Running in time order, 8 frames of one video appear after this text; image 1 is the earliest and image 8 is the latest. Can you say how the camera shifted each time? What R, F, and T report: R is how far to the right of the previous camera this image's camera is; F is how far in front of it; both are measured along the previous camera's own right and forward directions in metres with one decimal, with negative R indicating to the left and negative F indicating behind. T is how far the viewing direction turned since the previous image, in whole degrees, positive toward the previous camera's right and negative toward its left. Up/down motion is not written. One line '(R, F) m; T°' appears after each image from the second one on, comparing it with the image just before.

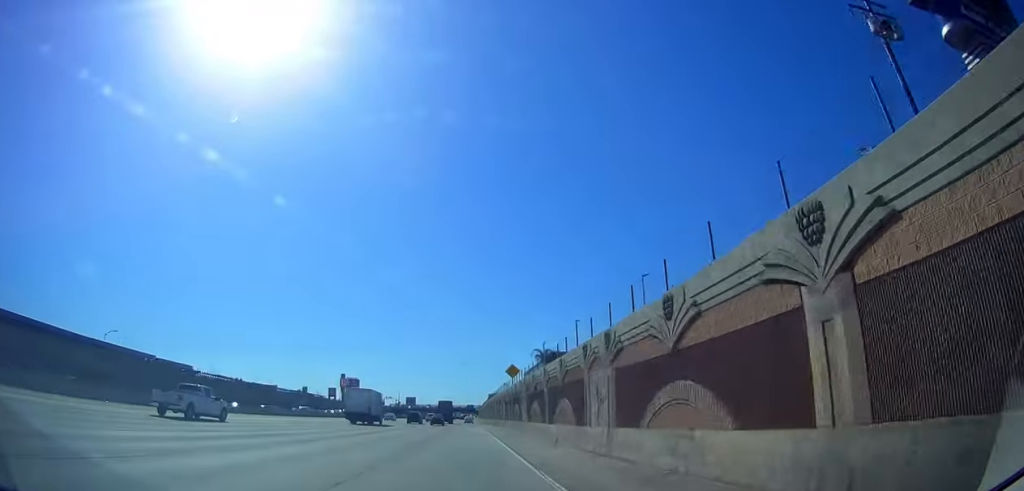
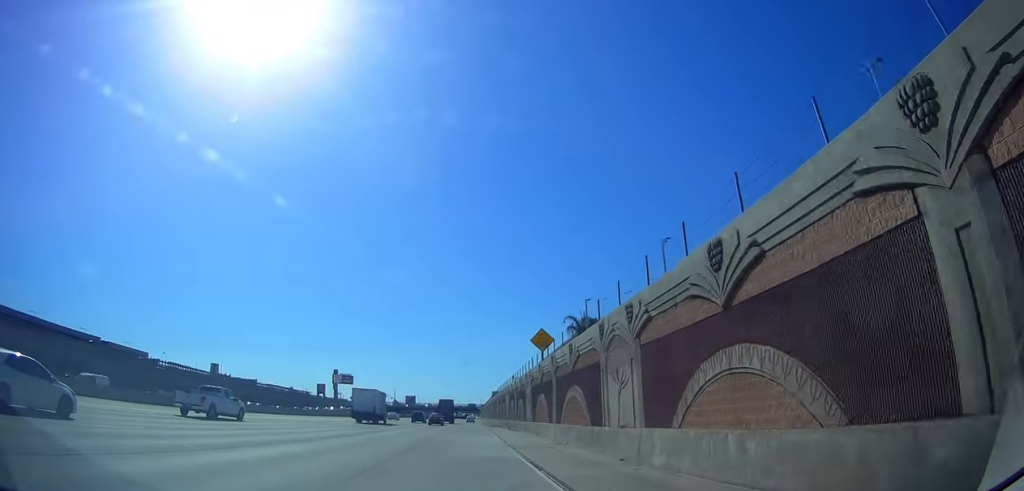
(+0.3, +31.6) m; +1°
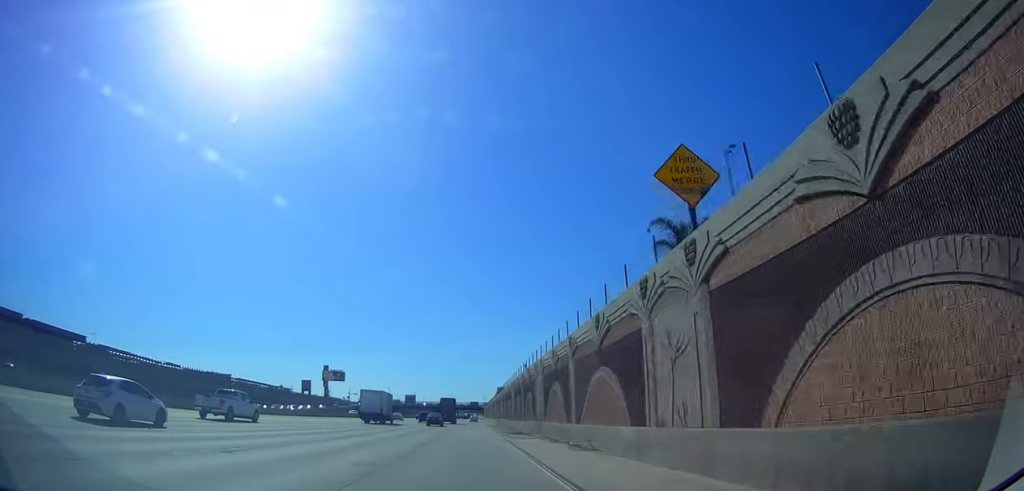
(+0.1, +33.6) m; 0°
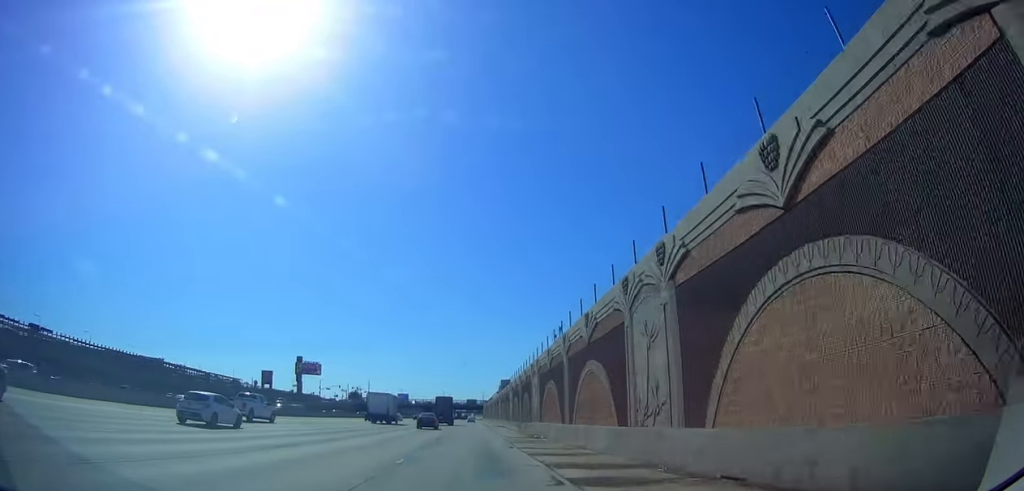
(0.0, +55.2) m; 0°
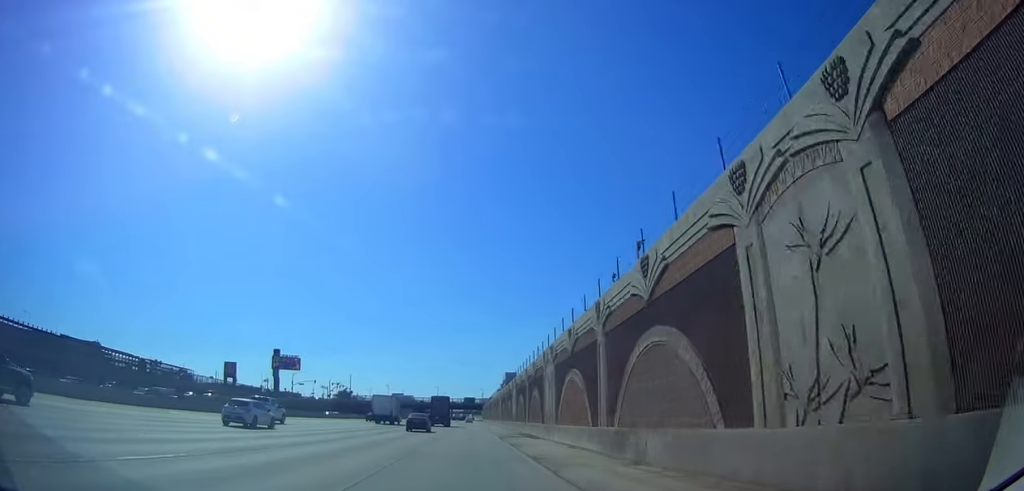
(0.0, +37.9) m; 0°
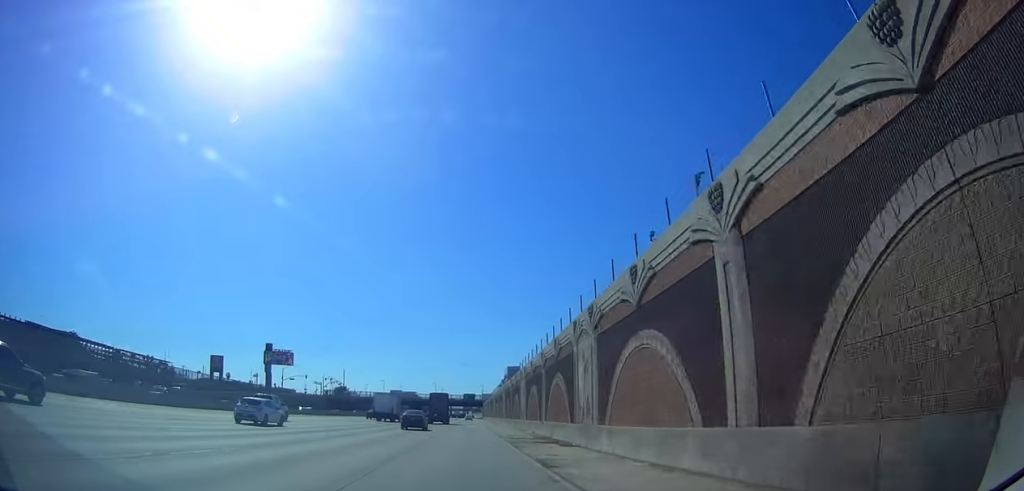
(0.0, +11.7) m; 0°
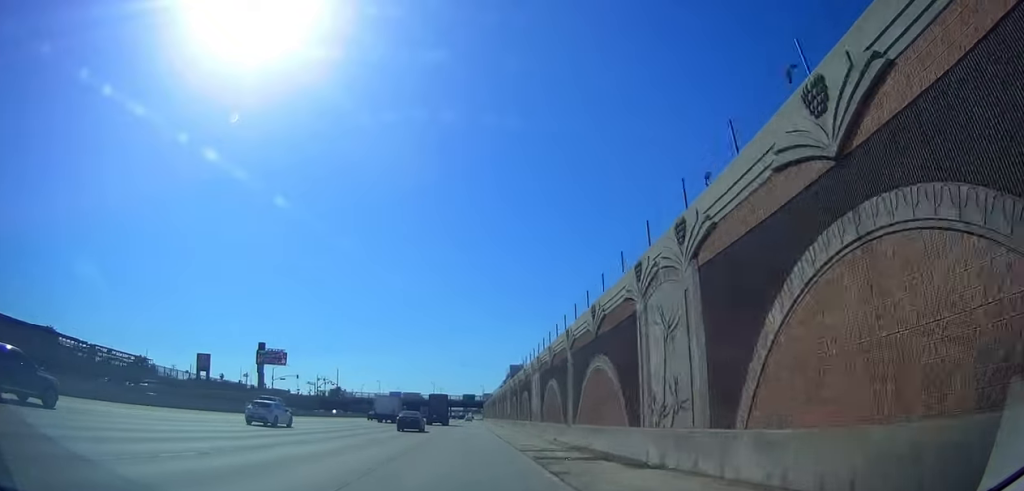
(0.0, +10.8) m; 0°
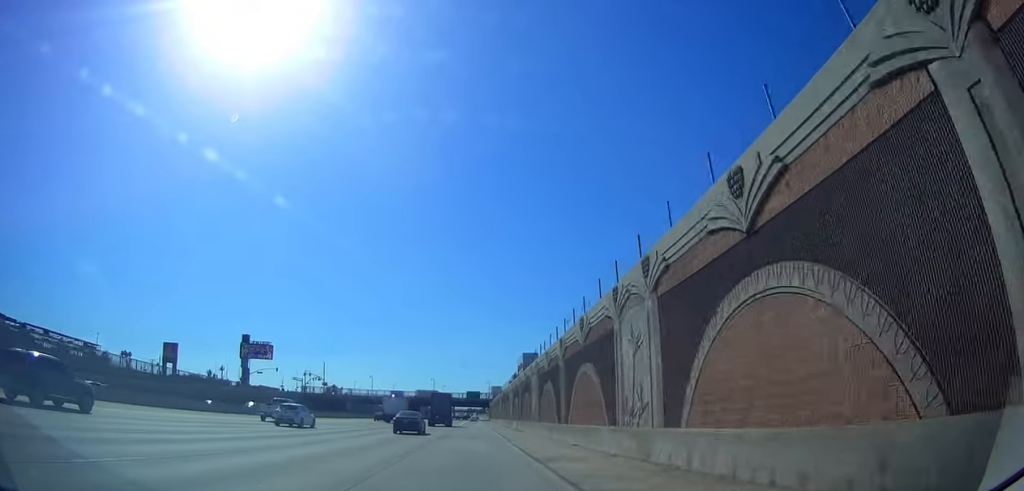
(-0.2, +24.8) m; 0°
